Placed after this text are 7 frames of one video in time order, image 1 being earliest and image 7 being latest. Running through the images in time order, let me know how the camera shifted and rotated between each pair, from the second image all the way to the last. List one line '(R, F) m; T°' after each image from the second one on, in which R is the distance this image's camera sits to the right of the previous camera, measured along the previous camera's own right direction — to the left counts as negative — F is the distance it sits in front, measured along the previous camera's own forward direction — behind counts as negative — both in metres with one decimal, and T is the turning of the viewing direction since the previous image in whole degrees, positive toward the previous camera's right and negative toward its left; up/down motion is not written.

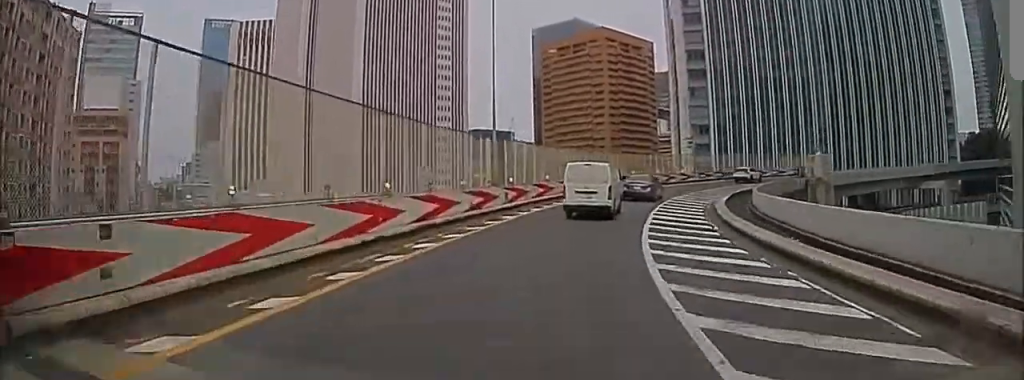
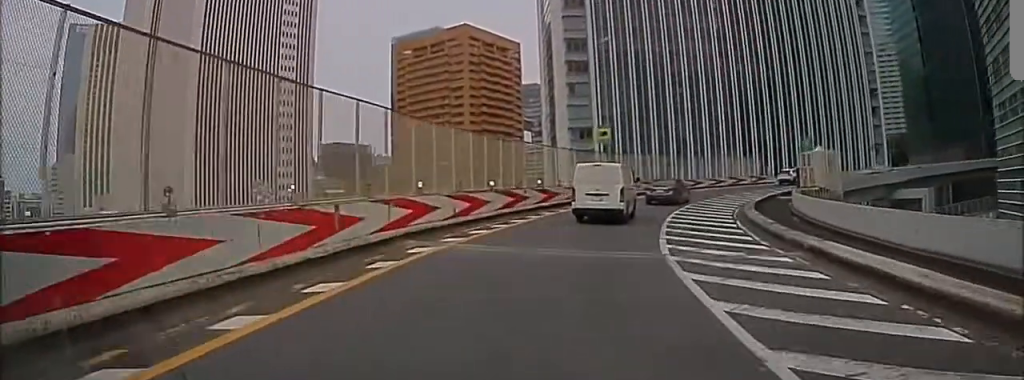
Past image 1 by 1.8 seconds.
(+1.6, +23.3) m; +9°
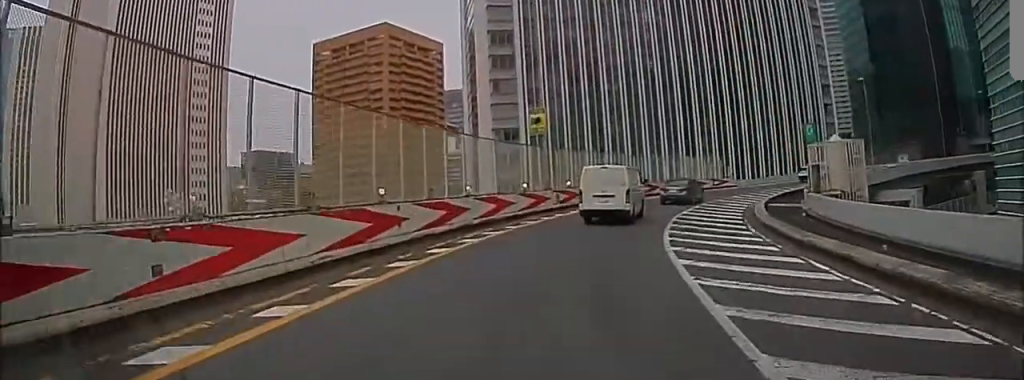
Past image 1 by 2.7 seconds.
(+0.6, +10.5) m; +4°
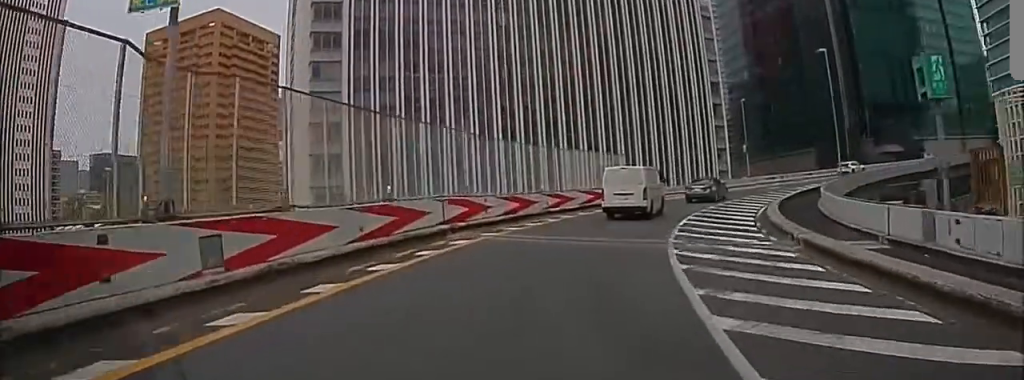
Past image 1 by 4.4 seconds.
(+1.4, +20.7) m; +10°
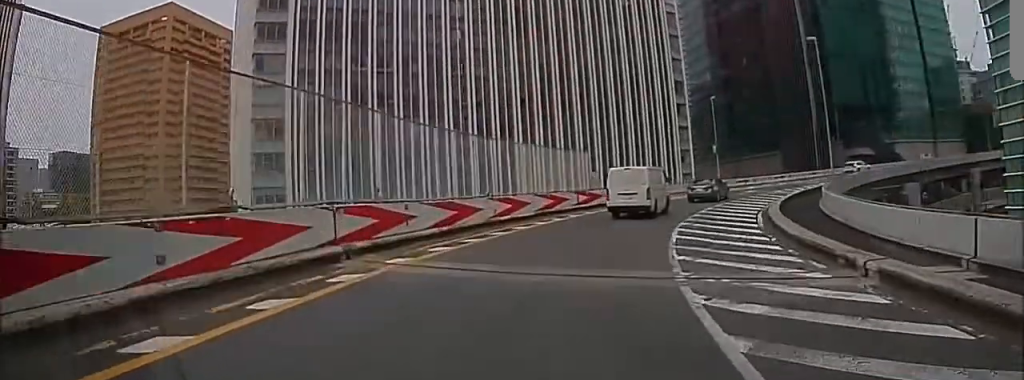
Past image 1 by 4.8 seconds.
(+0.6, +5.3) m; +2°
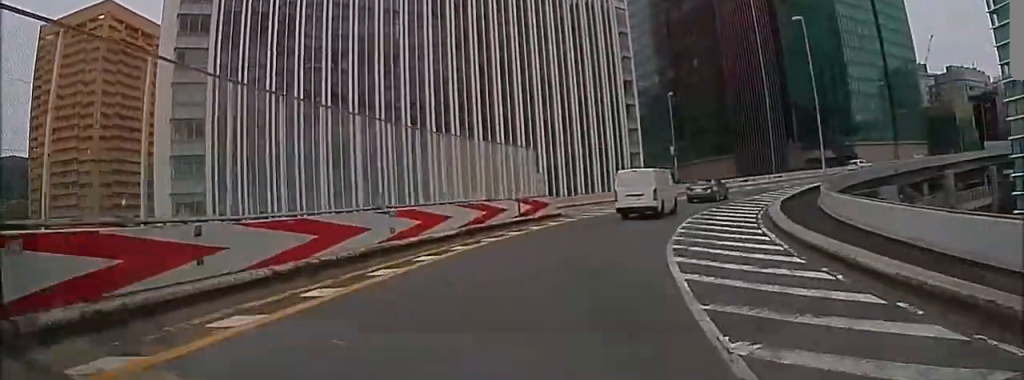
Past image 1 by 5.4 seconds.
(+0.2, +7.1) m; +9°
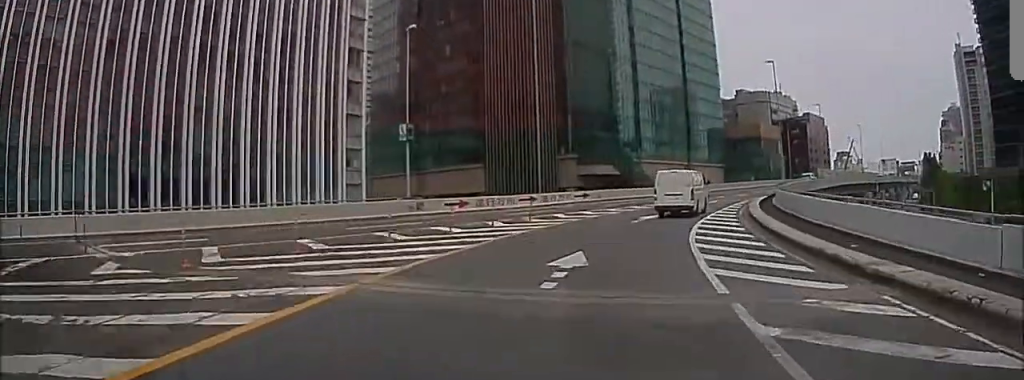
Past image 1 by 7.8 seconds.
(+13.2, +24.4) m; +45°
